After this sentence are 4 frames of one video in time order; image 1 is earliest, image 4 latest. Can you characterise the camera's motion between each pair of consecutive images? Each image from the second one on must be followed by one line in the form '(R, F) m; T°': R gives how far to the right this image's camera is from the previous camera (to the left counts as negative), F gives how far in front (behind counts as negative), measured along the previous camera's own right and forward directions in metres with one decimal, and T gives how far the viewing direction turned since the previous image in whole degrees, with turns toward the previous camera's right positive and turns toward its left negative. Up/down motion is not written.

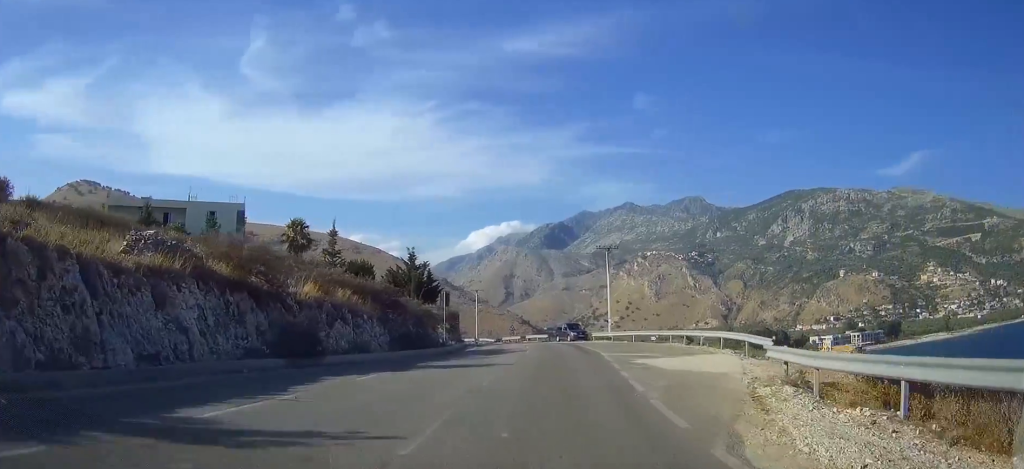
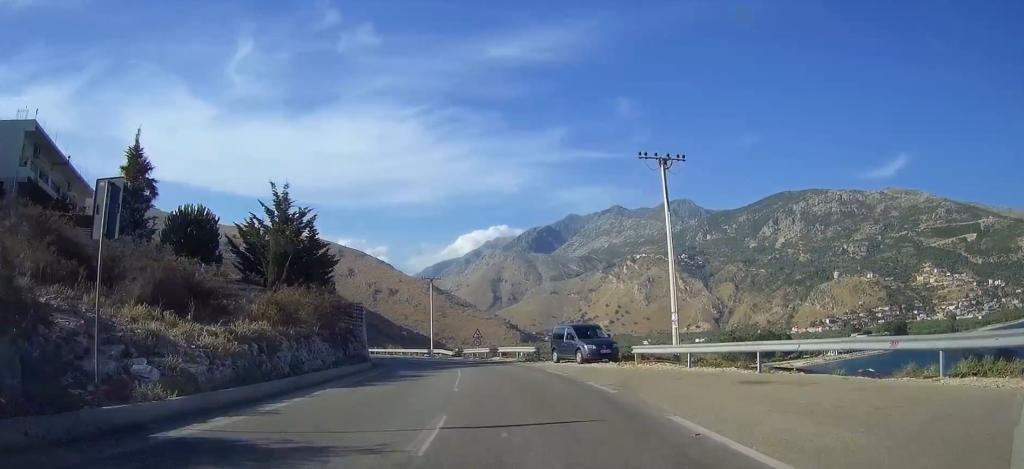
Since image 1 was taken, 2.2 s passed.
(+0.8, +32.4) m; +1°
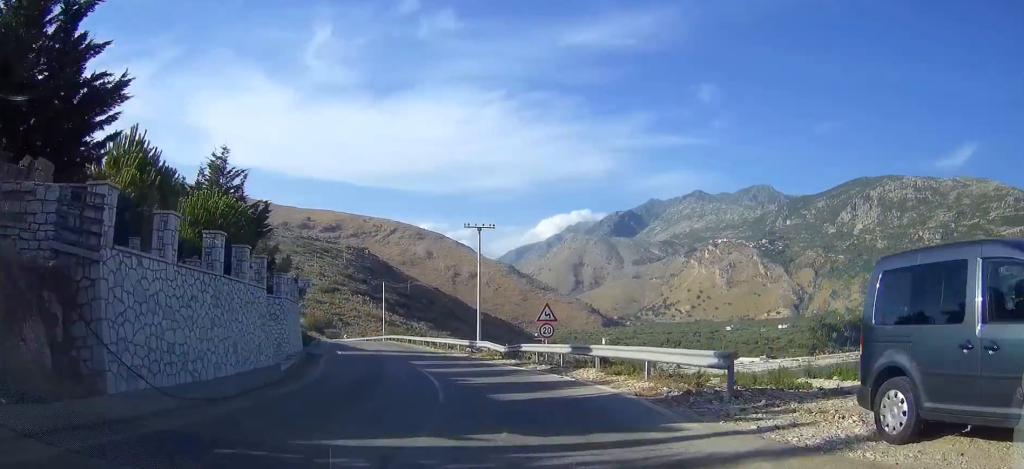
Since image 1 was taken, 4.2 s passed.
(-1.6, +26.3) m; -6°
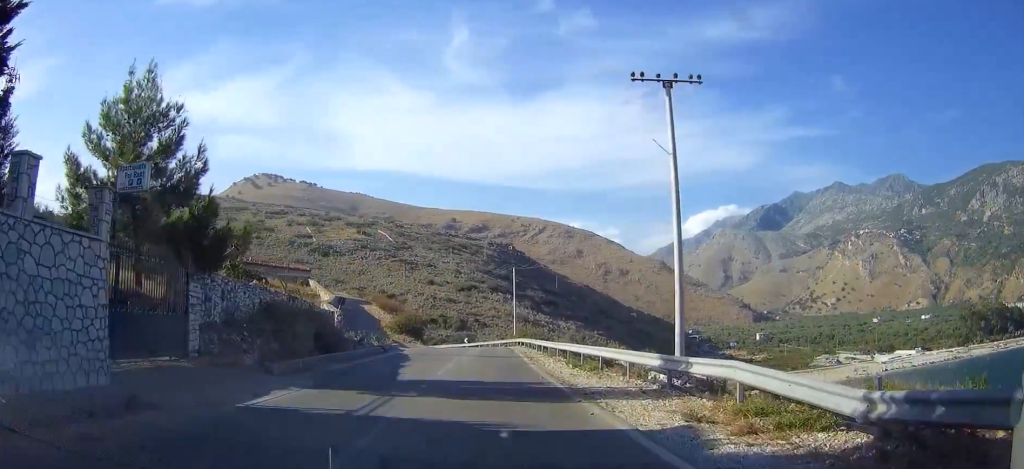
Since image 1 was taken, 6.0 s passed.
(-1.9, +25.3) m; -12°
